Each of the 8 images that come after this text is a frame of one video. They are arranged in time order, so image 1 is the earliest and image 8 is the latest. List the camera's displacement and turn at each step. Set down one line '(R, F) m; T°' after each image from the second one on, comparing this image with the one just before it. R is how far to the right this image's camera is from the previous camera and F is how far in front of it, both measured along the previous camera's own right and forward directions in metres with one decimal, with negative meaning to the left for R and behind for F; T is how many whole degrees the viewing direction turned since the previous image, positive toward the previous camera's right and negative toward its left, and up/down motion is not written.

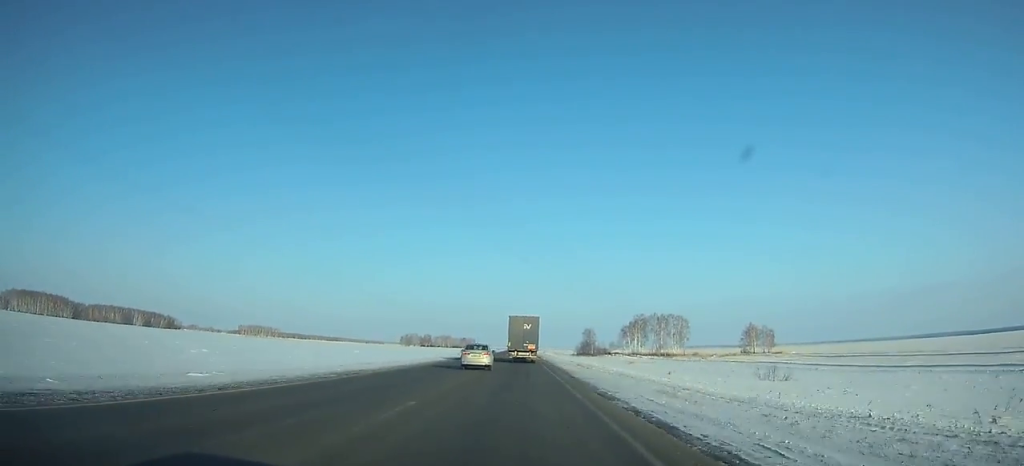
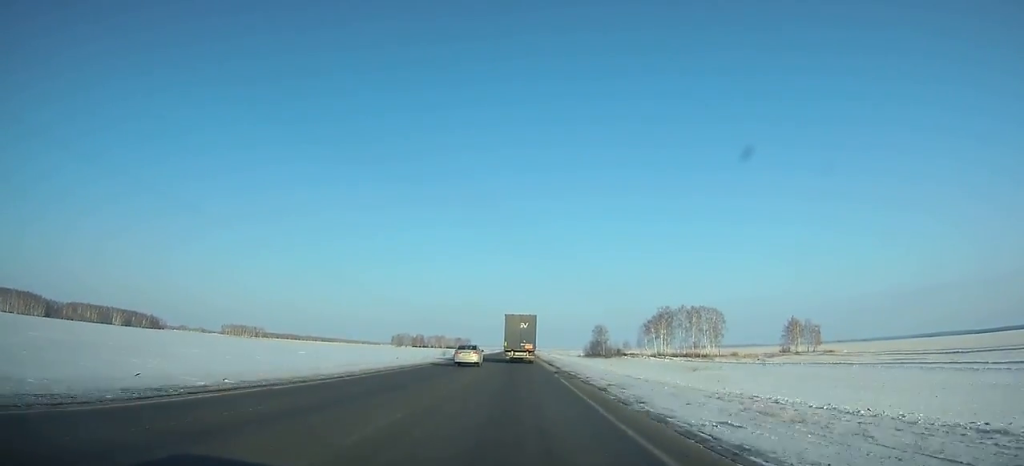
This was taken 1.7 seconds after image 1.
(0.0, +41.0) m; 0°
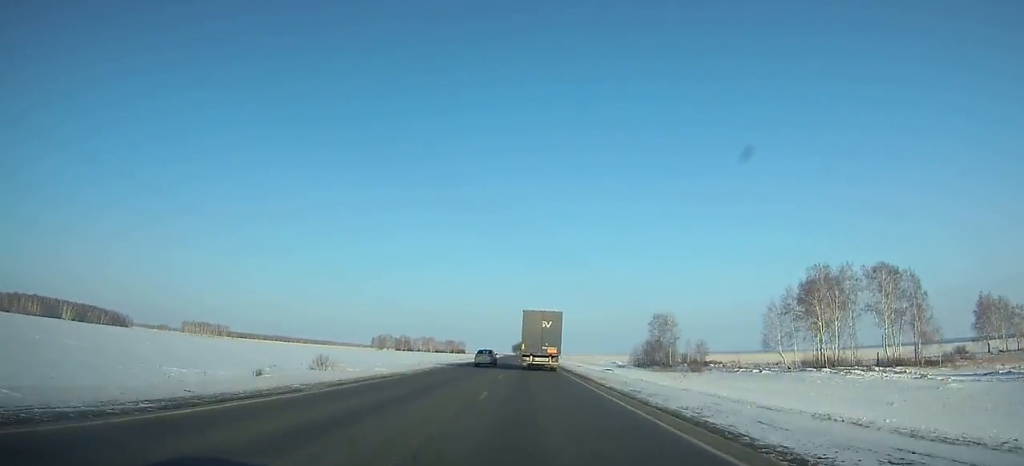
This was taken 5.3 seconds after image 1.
(+0.1, +91.3) m; 0°
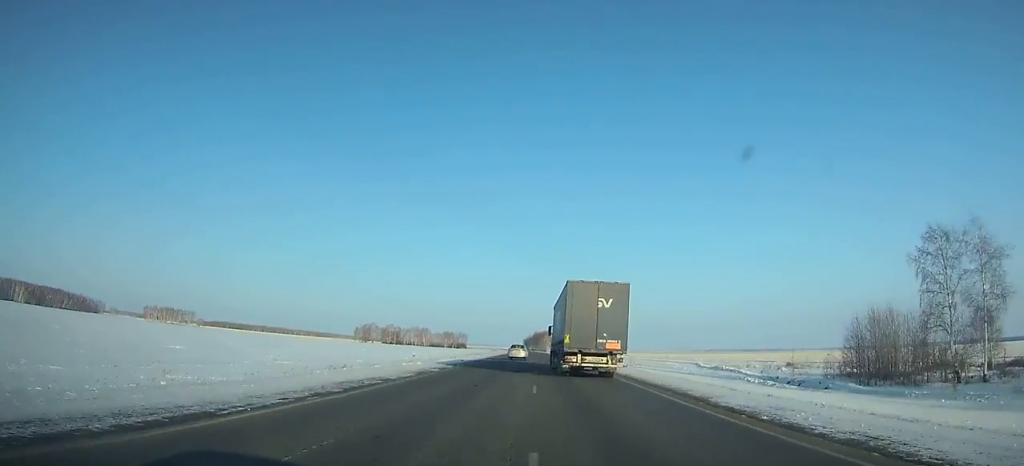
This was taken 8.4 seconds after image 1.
(-0.4, +84.5) m; 0°
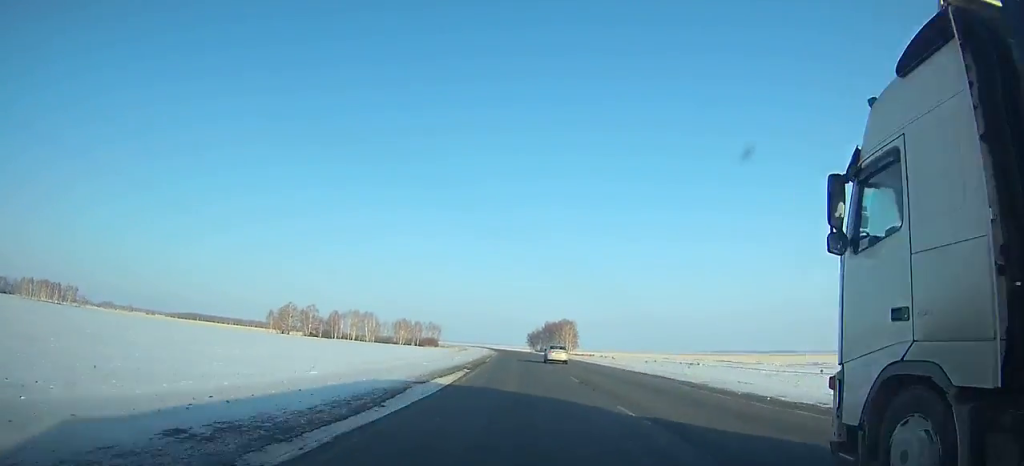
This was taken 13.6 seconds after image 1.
(-0.9, +149.4) m; -1°
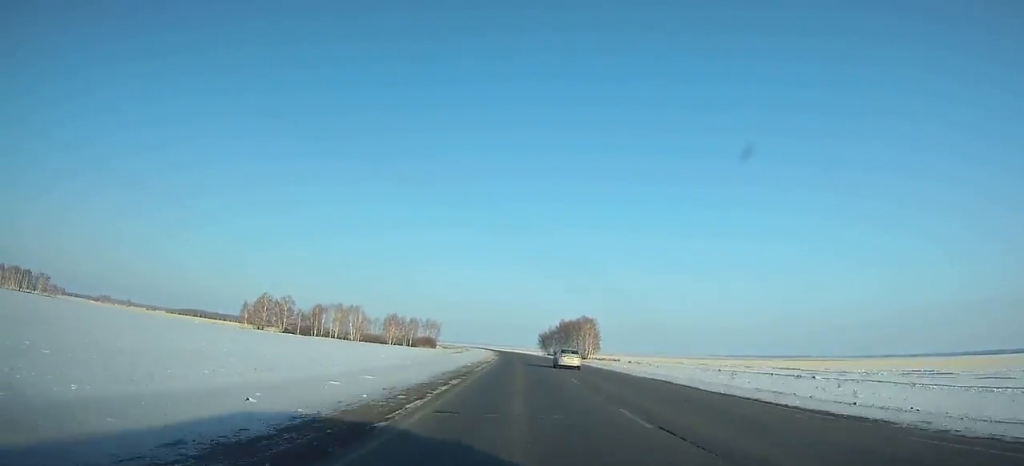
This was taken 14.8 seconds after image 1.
(-0.1, +34.9) m; 0°
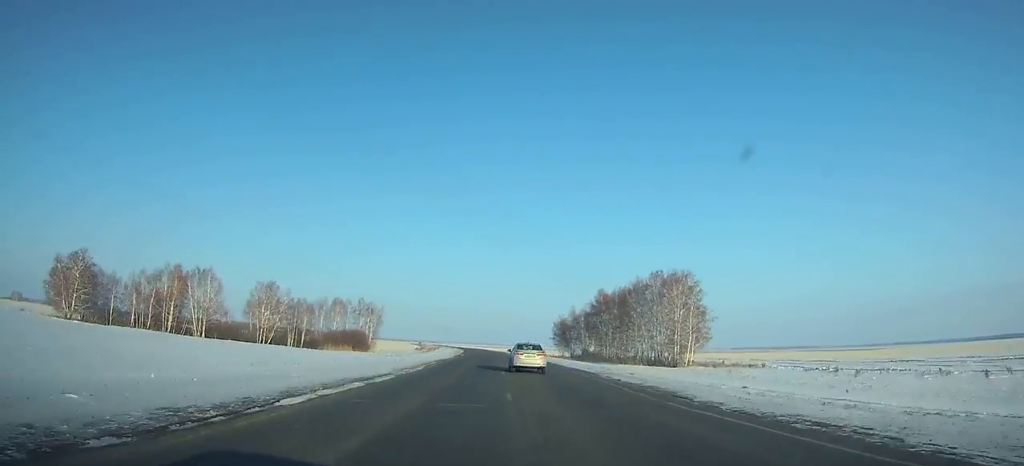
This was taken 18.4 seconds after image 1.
(-0.8, +102.5) m; -2°
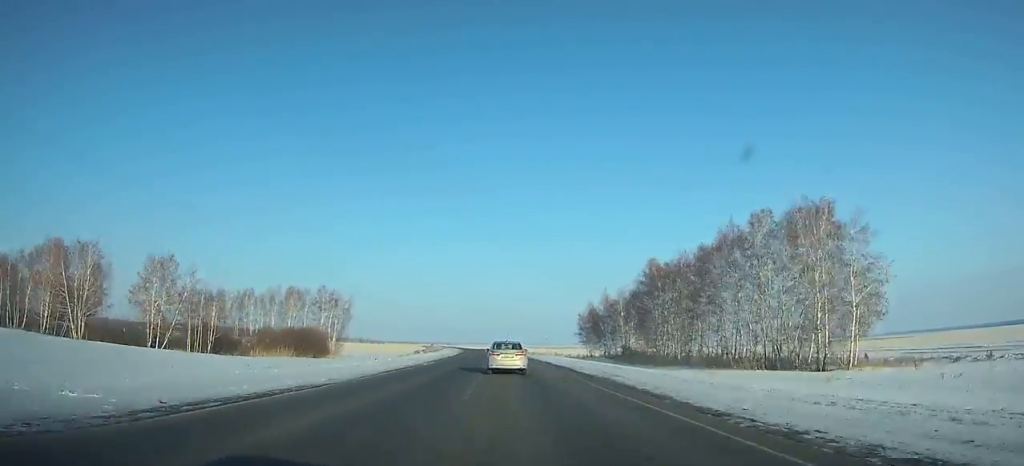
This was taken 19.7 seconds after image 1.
(-0.9, +35.2) m; -1°
